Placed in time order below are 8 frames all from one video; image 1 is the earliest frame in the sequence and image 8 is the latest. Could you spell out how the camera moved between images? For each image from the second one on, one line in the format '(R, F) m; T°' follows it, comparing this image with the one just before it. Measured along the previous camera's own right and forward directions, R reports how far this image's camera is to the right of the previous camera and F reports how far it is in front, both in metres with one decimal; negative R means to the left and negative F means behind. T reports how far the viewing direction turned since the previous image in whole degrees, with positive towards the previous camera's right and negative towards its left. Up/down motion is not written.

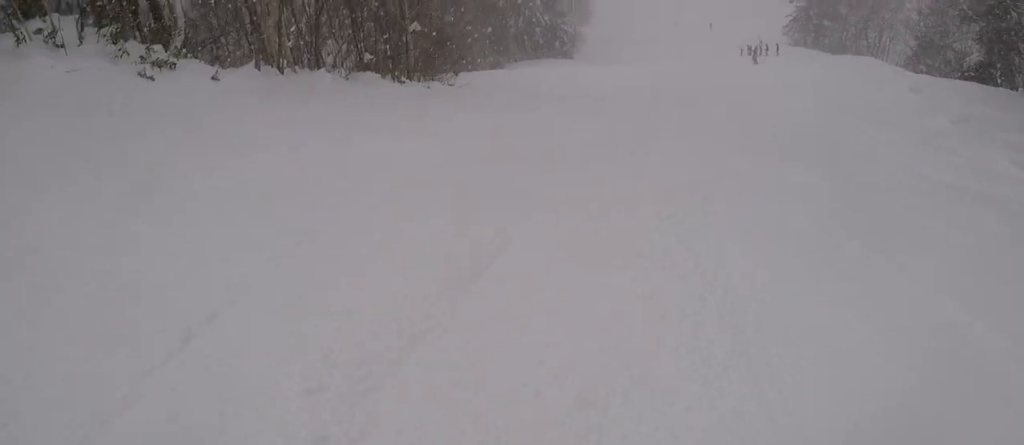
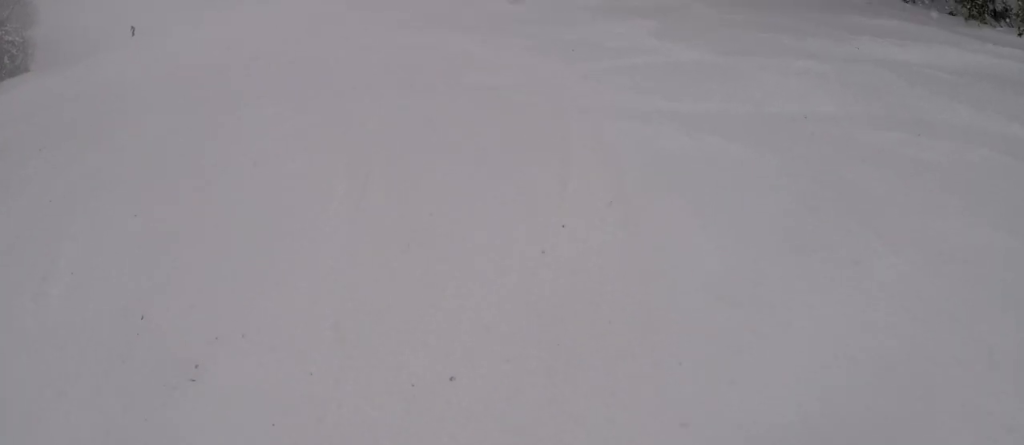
(+2.4, +5.2) m; +30°
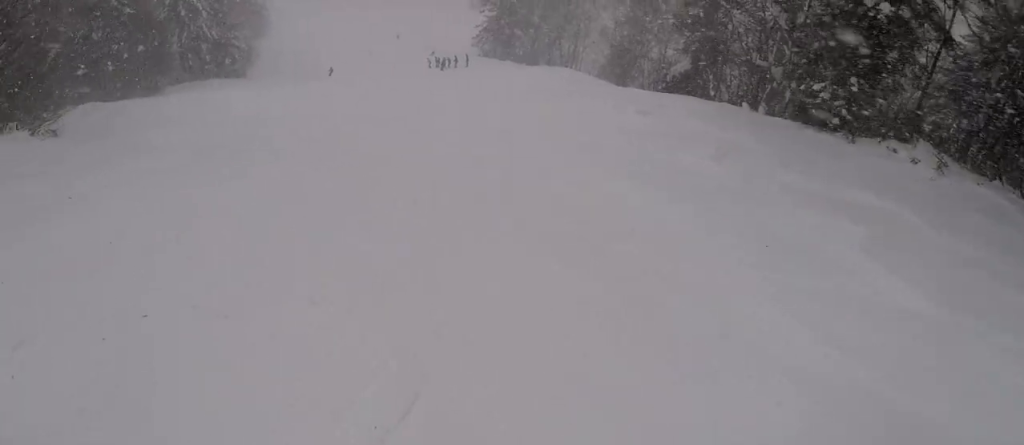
(+0.2, +1.9) m; -7°
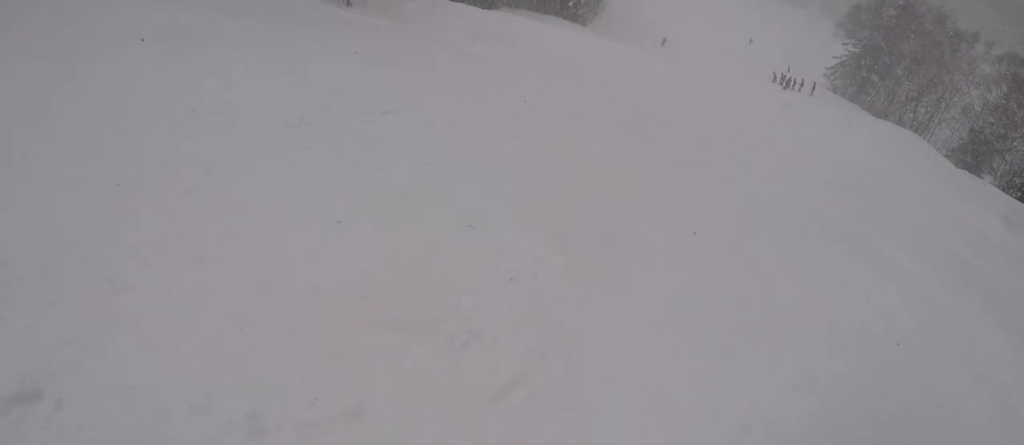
(-0.7, +3.7) m; -8°
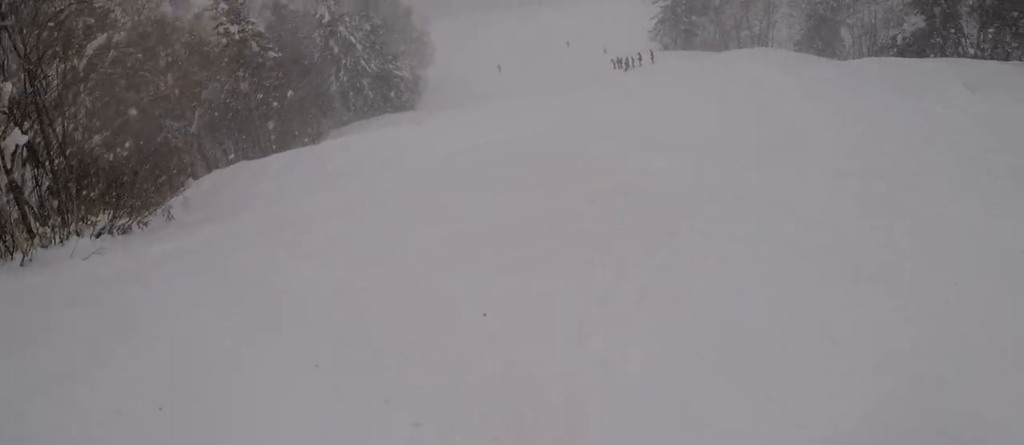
(+0.1, +5.0) m; +10°
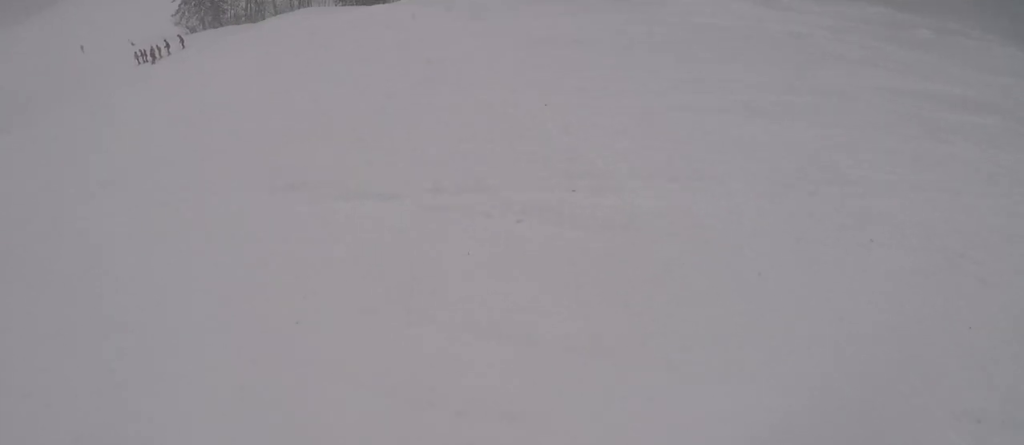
(+1.2, +7.2) m; +7°
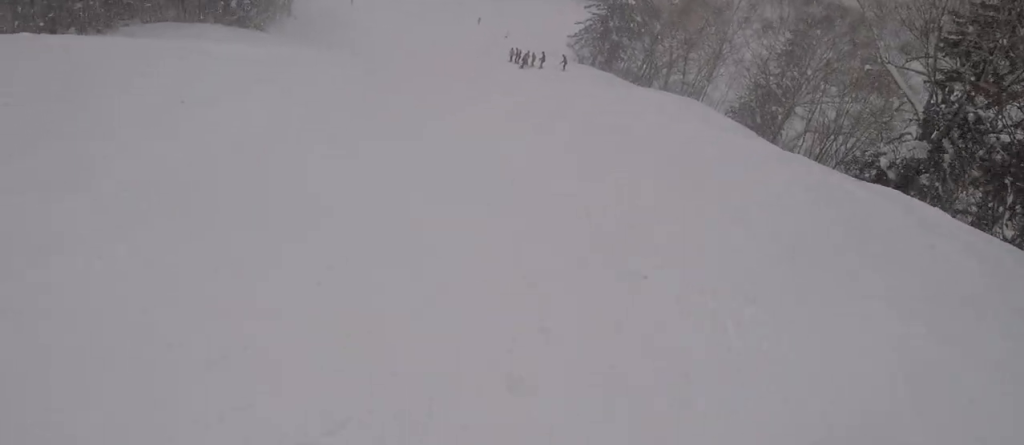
(-1.0, +6.0) m; -27°
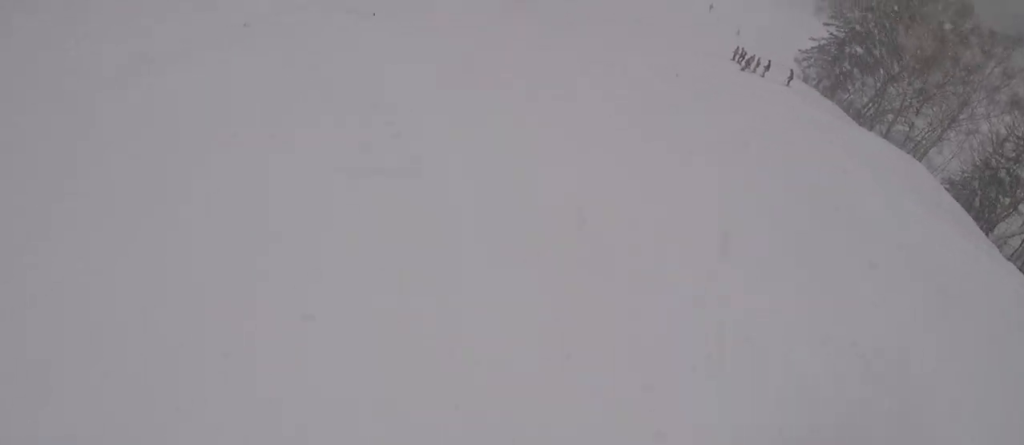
(-0.3, +2.5) m; -12°
